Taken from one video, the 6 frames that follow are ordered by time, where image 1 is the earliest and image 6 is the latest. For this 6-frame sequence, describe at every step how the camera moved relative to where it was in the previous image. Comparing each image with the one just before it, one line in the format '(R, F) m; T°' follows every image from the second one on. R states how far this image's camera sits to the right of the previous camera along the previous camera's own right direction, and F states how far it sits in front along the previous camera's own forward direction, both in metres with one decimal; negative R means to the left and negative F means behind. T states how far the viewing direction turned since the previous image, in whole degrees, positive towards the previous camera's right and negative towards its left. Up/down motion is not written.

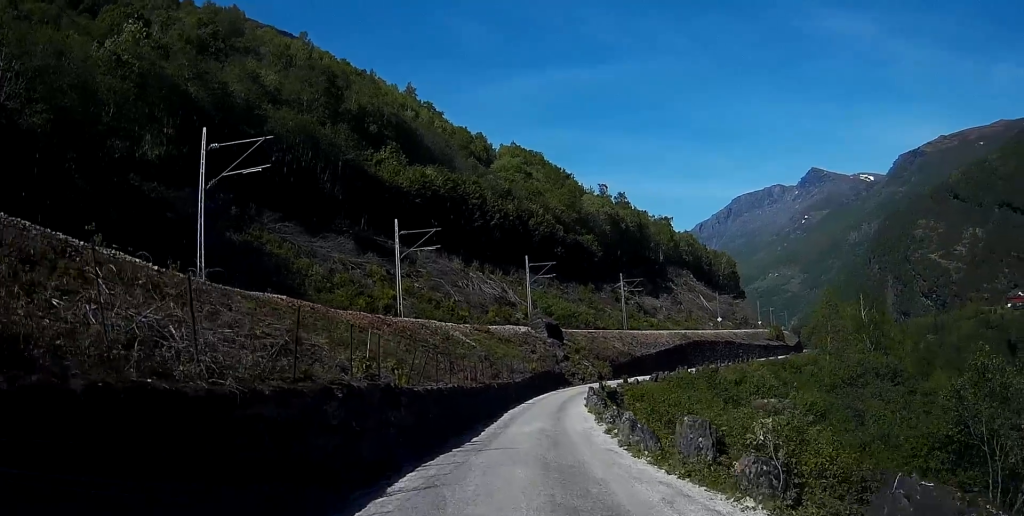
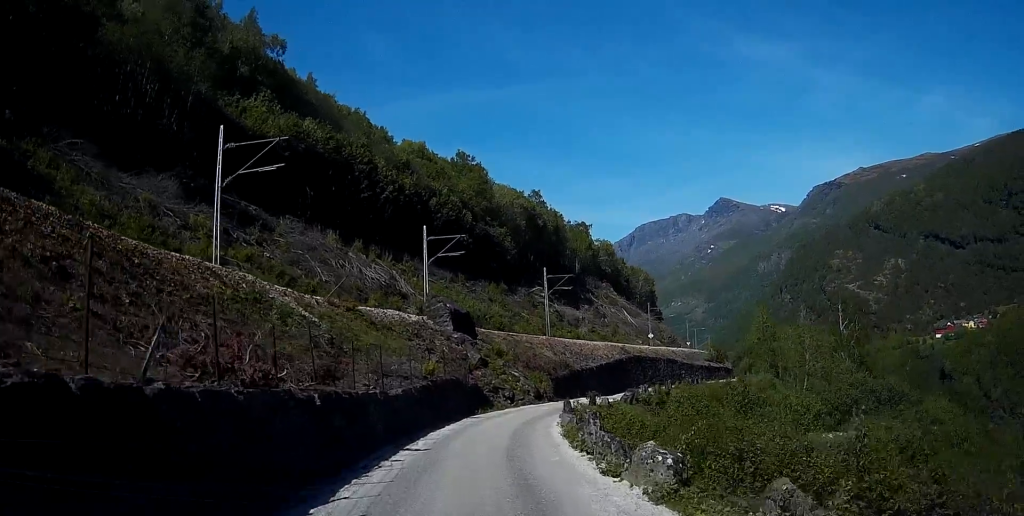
(+2.2, +23.2) m; +8°
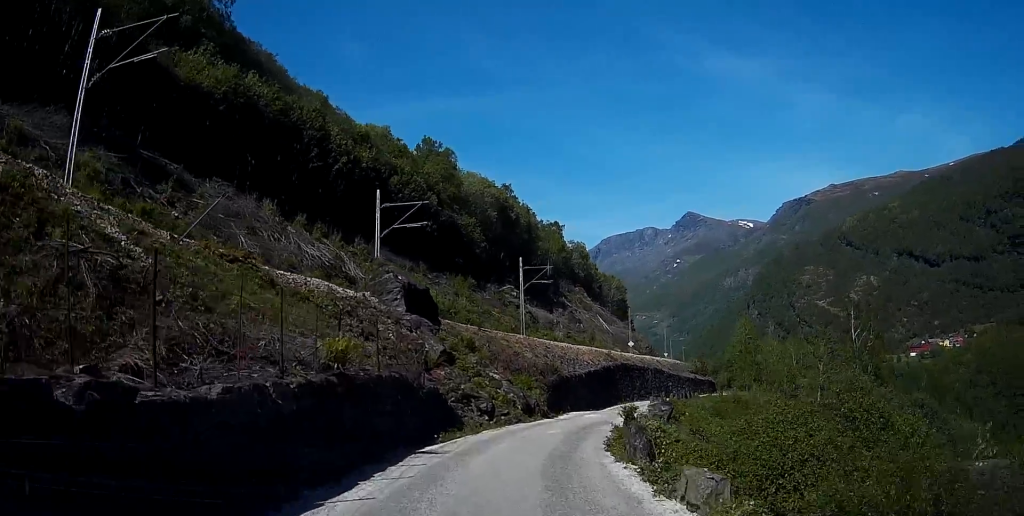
(+0.4, +12.1) m; +4°
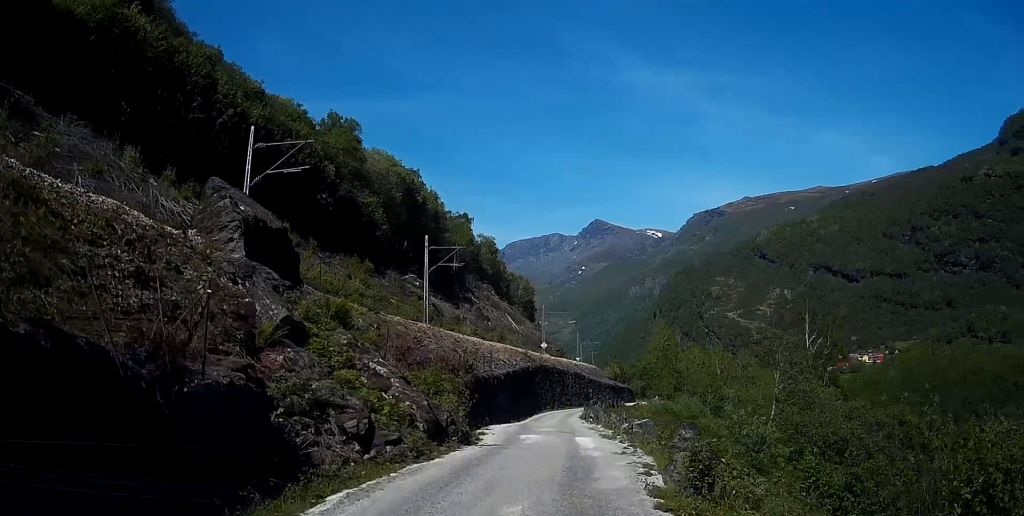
(+0.3, +11.4) m; +4°
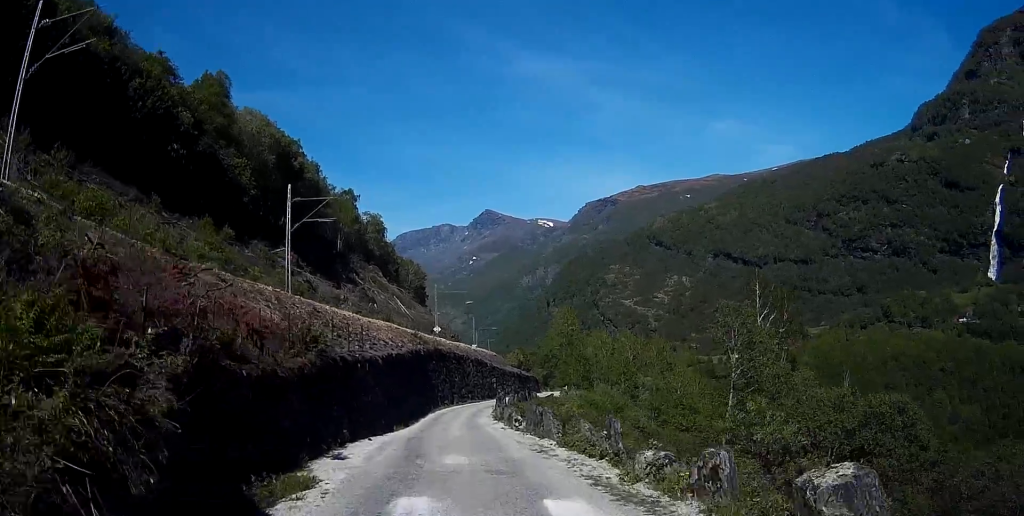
(+0.9, +13.9) m; +9°
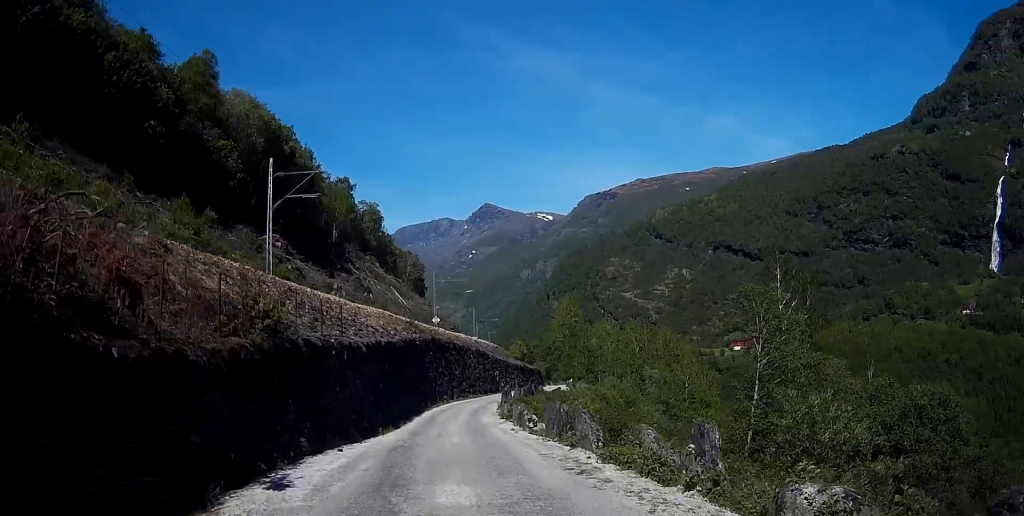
(+0.2, +4.8) m; +2°
